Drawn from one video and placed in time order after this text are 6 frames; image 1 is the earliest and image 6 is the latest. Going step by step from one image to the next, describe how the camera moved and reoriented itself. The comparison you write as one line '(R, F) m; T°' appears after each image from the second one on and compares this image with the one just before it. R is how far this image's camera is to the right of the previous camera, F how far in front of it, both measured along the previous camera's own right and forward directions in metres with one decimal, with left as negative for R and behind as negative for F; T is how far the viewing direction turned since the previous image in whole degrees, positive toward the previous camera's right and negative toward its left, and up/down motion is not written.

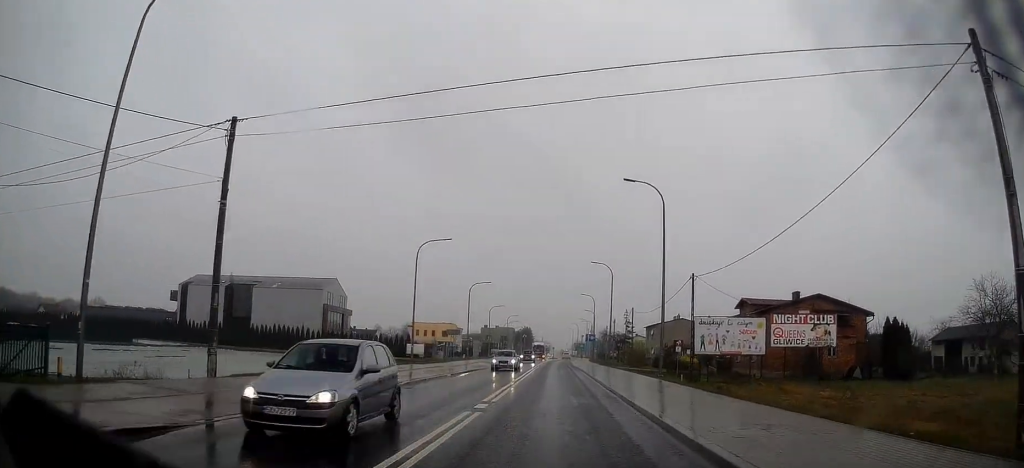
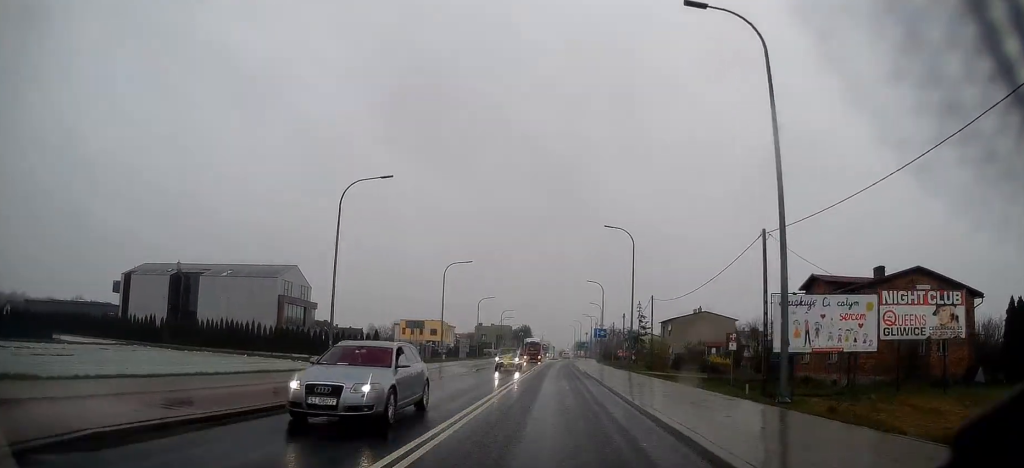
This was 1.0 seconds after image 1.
(0.0, +16.3) m; 0°
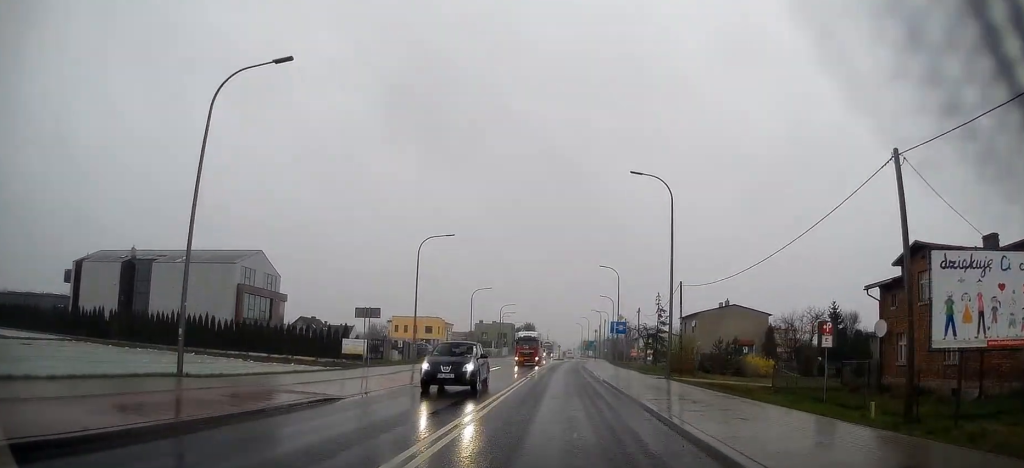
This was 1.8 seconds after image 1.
(0.0, +12.5) m; 0°
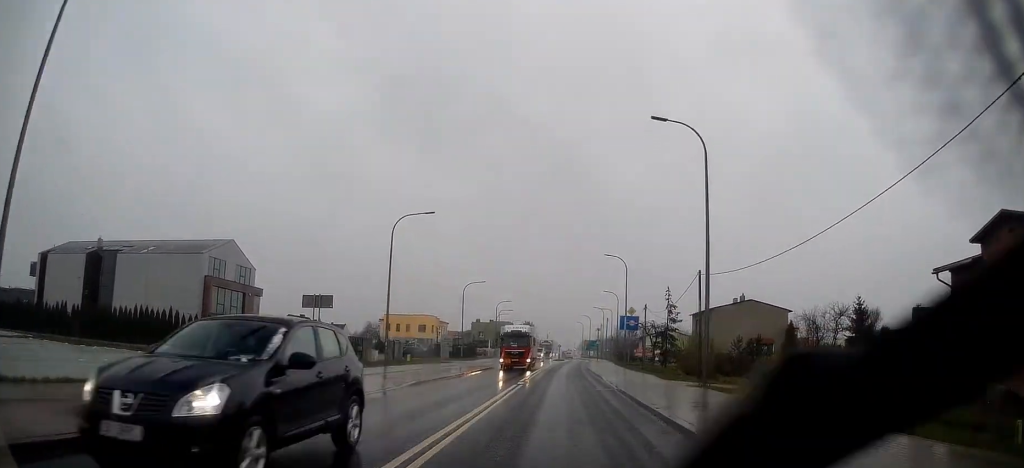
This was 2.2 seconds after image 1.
(-0.1, +7.1) m; +1°
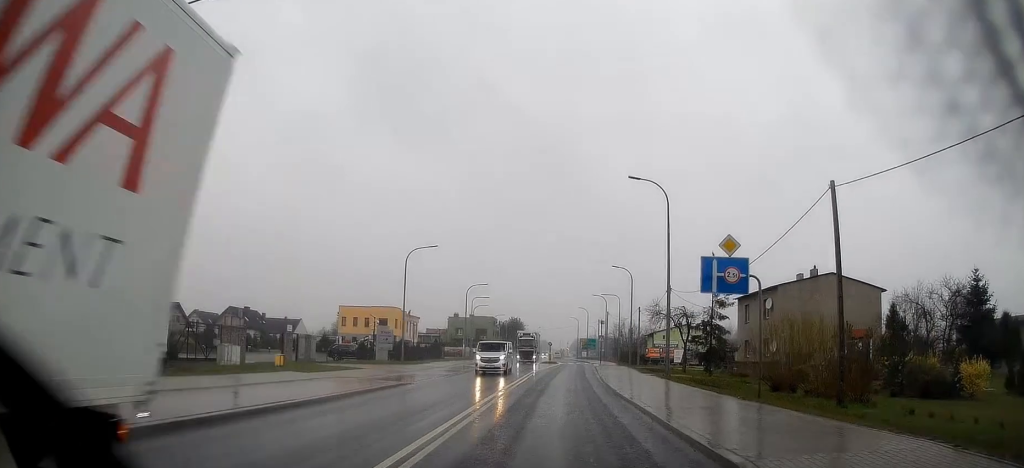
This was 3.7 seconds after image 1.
(+0.5, +24.4) m; +1°
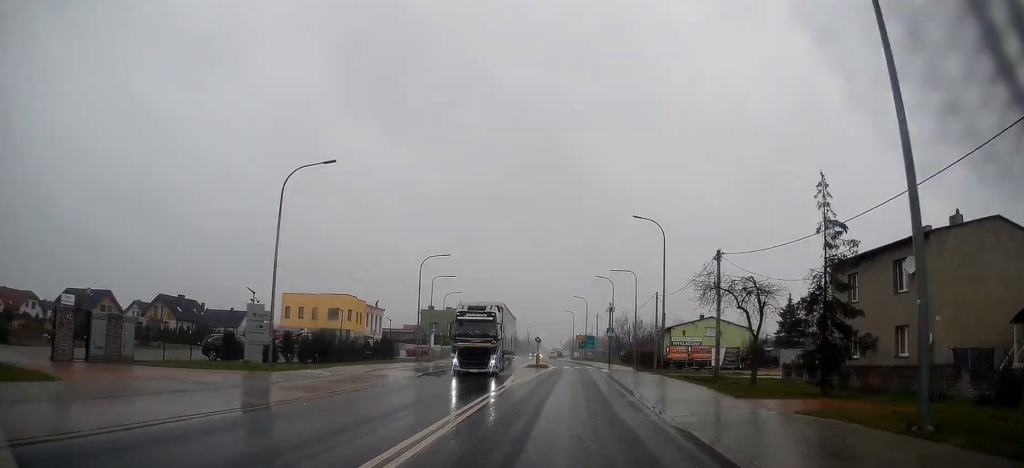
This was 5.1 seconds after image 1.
(-0.4, +21.9) m; -1°
